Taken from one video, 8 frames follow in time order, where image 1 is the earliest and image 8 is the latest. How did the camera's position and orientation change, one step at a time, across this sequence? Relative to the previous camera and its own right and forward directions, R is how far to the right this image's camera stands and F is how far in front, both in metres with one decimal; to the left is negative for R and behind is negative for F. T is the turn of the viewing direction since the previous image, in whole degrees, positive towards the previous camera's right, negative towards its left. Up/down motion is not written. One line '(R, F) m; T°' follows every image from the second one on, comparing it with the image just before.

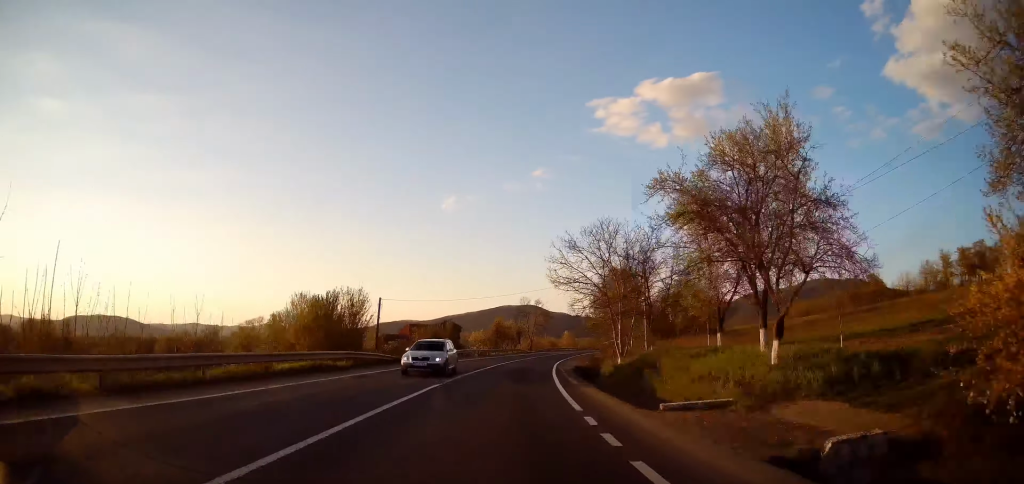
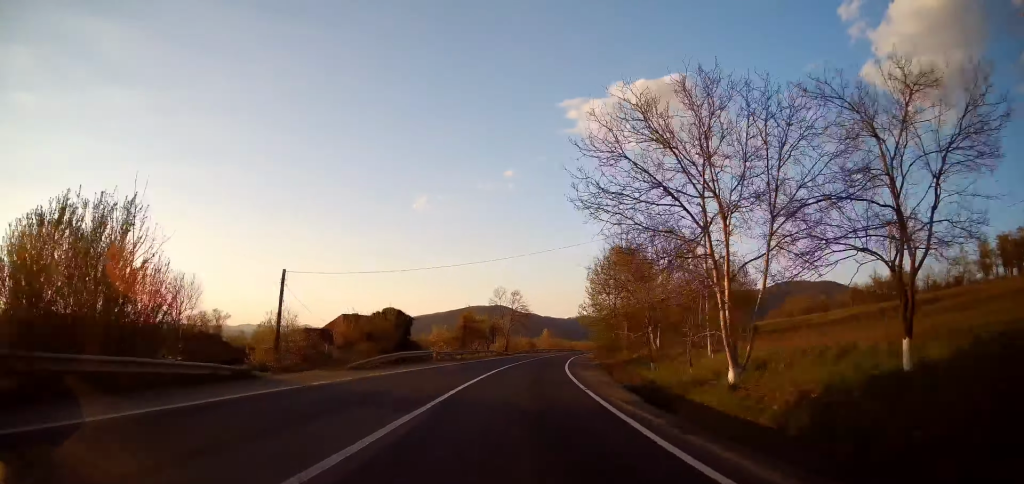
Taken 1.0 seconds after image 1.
(+0.6, +18.3) m; +2°
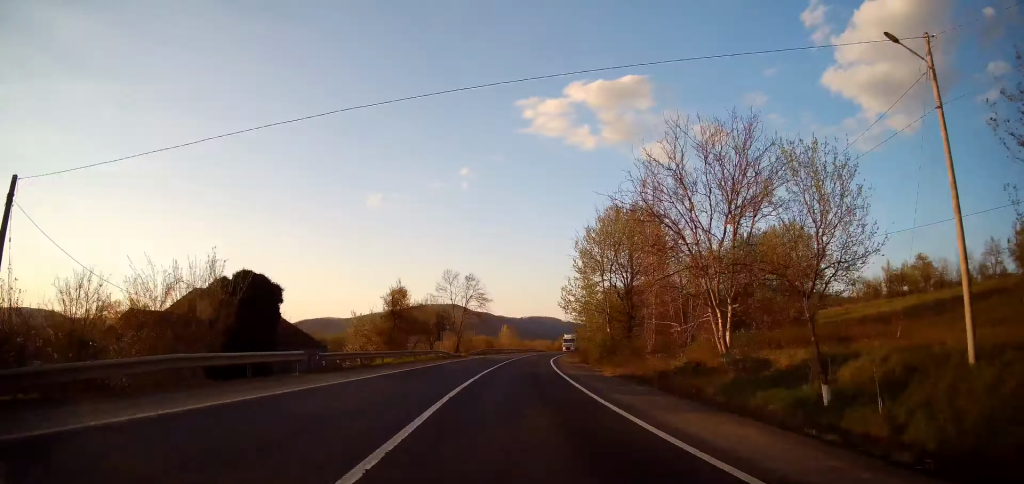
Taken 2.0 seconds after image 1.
(+0.2, +18.6) m; +3°
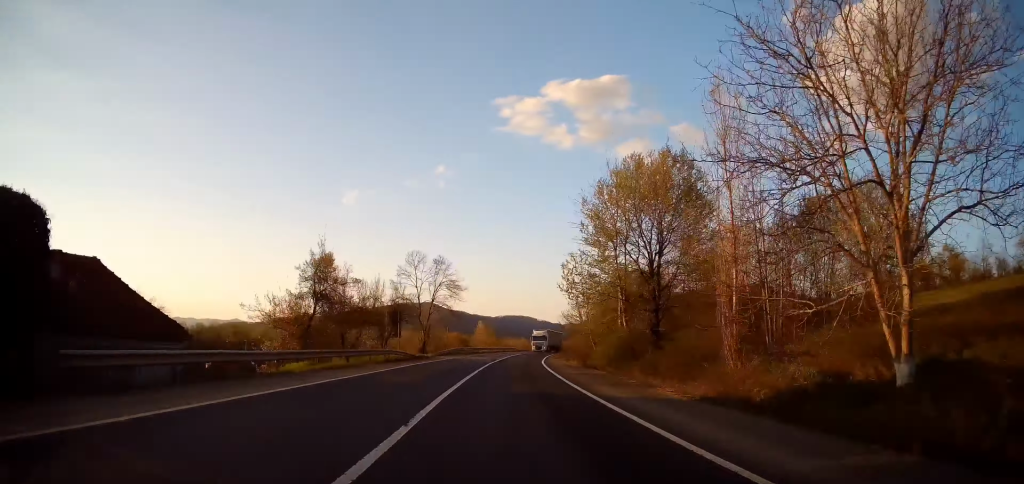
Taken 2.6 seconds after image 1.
(+0.3, +12.1) m; +3°
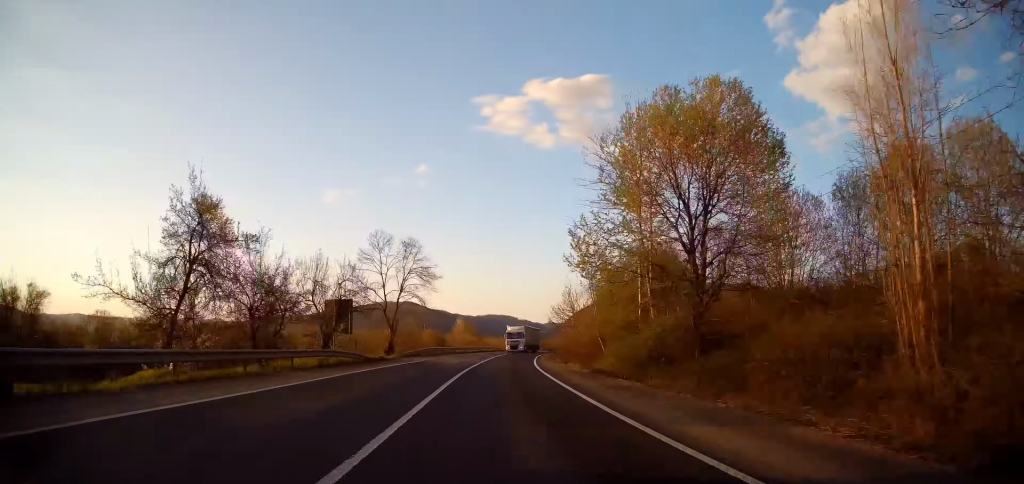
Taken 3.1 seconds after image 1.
(+0.2, +9.0) m; +2°
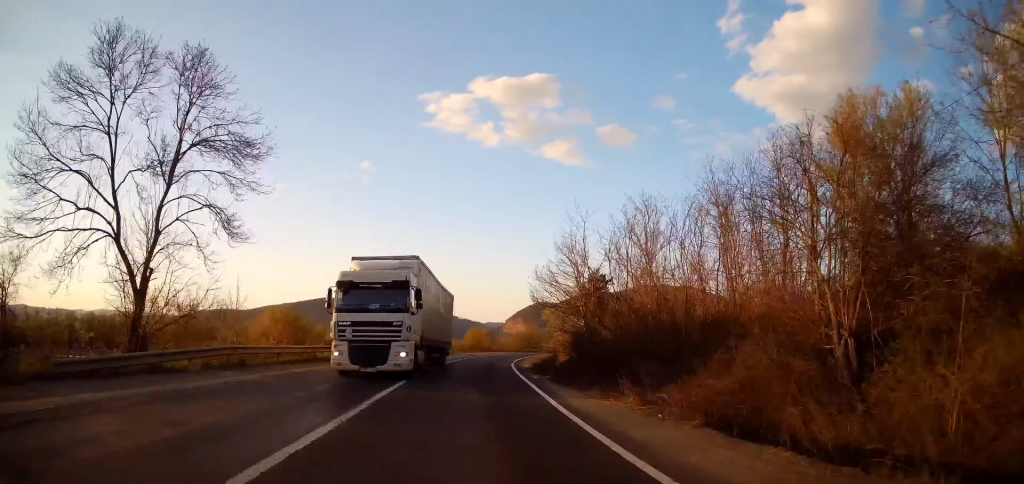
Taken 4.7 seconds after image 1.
(+1.4, +31.7) m; +5°
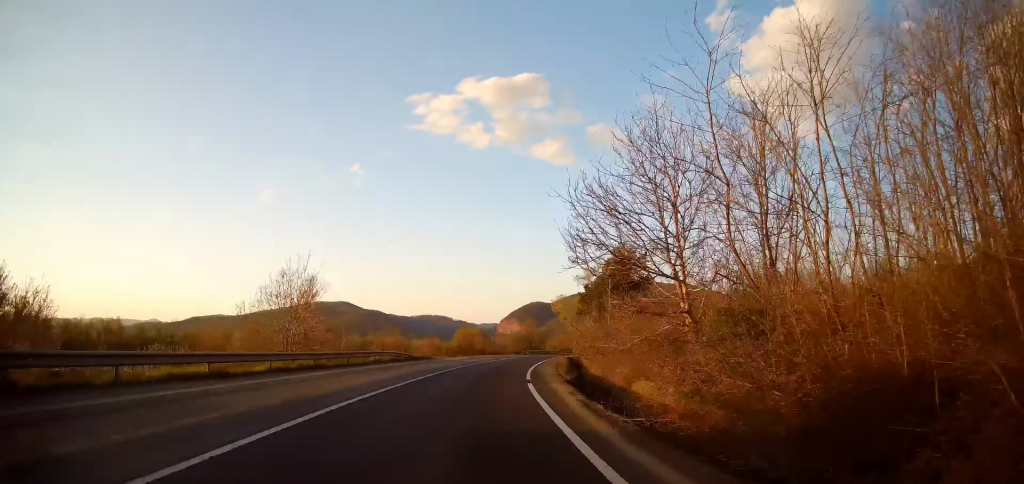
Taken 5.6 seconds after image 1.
(+0.6, +18.5) m; +3°
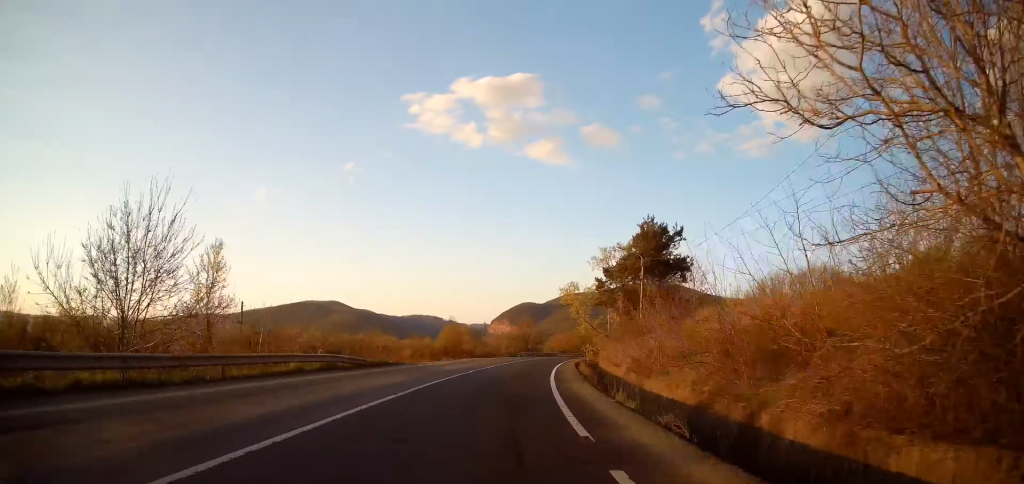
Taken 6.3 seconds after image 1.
(+0.3, +12.4) m; +2°
